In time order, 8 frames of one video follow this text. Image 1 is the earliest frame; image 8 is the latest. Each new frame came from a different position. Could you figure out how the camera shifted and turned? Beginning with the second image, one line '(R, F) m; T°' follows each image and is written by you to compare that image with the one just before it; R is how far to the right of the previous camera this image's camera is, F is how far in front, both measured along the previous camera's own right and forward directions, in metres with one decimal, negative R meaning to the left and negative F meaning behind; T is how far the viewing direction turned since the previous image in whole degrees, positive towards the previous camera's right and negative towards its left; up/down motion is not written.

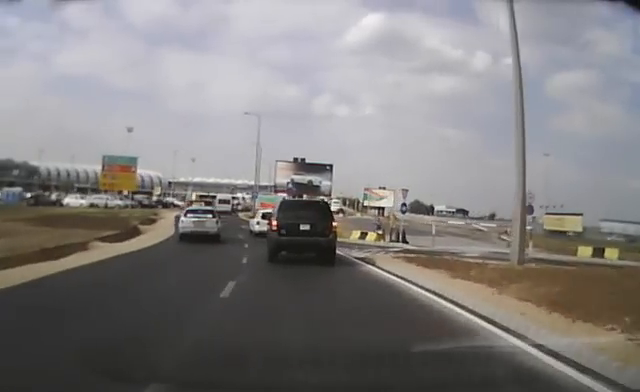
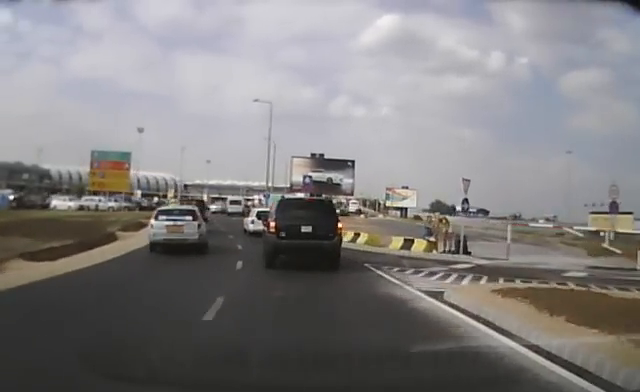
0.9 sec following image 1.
(-0.3, +7.7) m; -4°
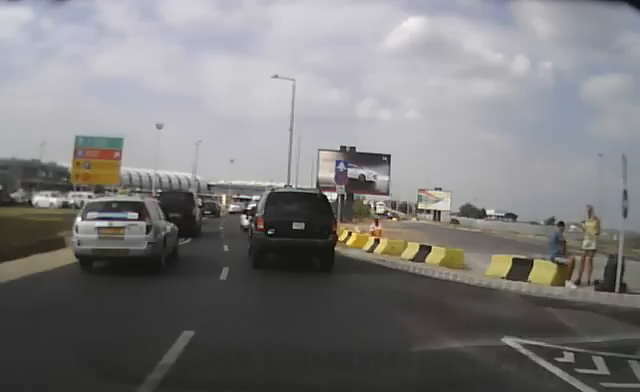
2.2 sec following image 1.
(-0.3, +9.5) m; -2°
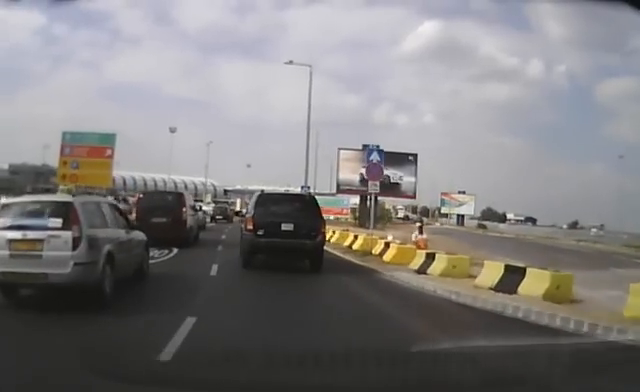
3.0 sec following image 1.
(0.0, +5.5) m; -1°
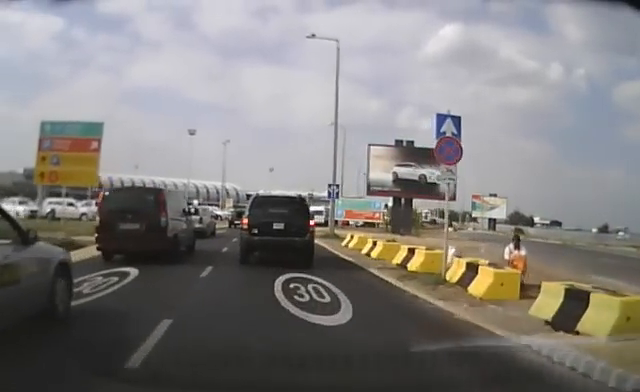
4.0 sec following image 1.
(-0.1, +6.6) m; -4°
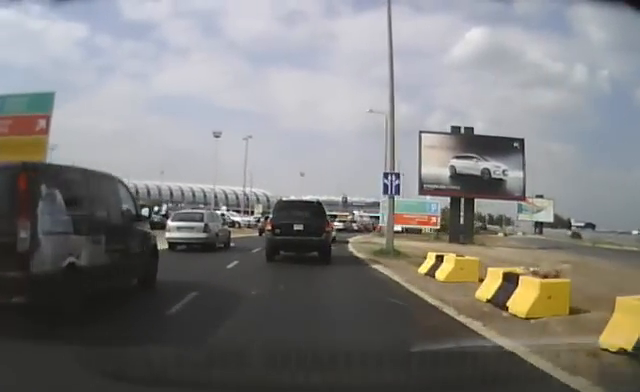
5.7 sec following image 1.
(-0.6, +10.4) m; -4°
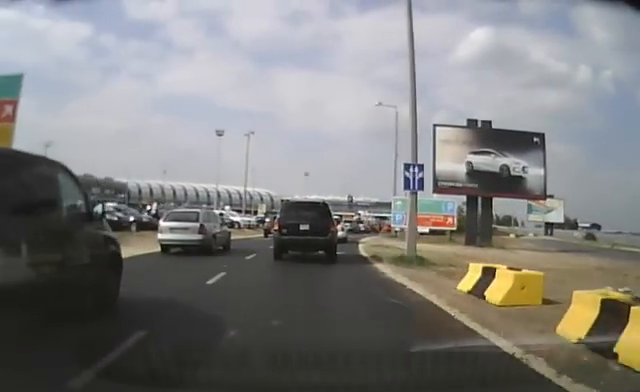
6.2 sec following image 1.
(0.0, +3.1) m; 0°
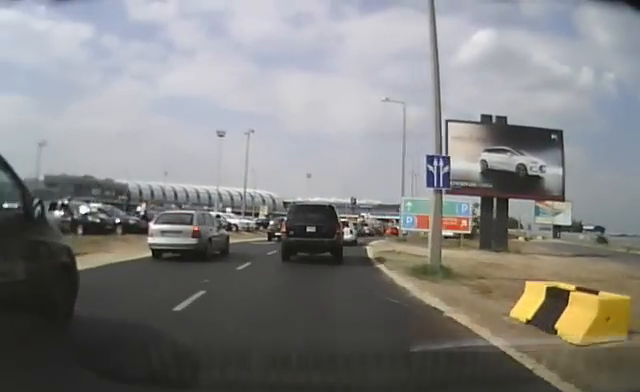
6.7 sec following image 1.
(0.0, +2.7) m; 0°
